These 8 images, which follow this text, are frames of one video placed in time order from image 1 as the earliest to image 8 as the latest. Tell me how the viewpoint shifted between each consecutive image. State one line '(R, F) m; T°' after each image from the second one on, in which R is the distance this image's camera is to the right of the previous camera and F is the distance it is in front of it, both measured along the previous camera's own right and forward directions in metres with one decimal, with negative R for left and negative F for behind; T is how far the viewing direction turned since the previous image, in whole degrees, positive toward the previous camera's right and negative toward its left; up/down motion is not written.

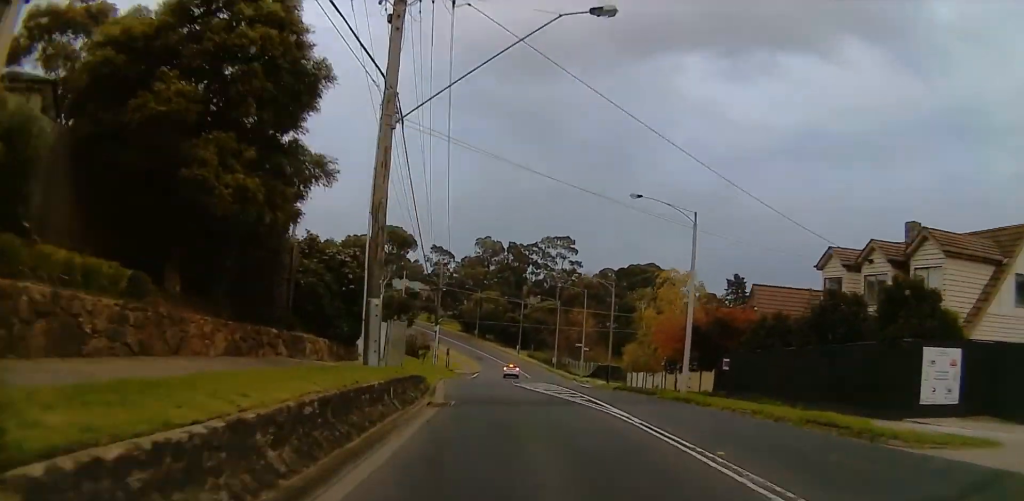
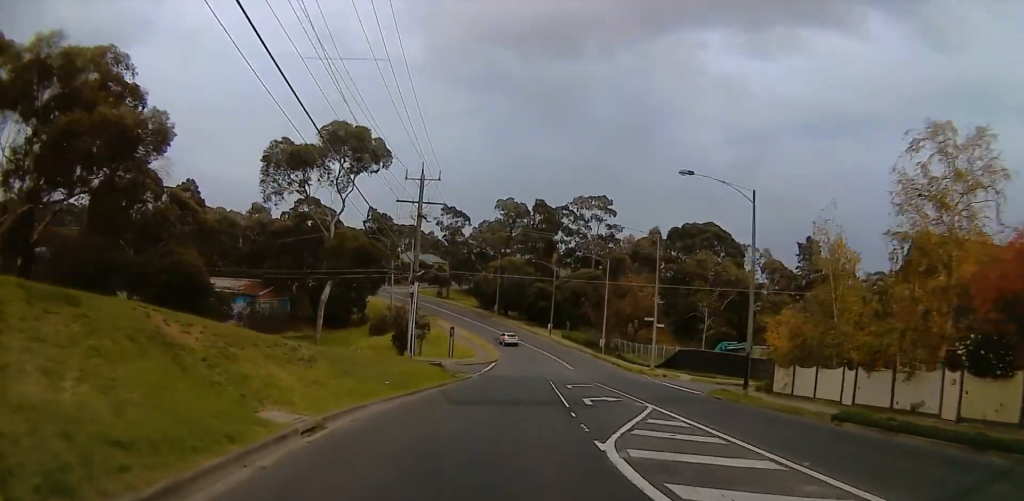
(+0.3, +28.5) m; +2°
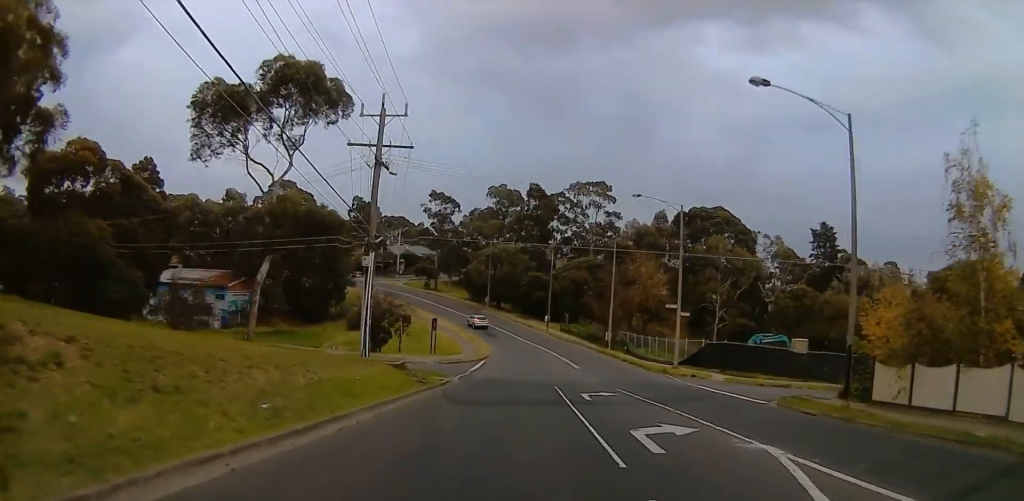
(+0.1, +9.3) m; 0°
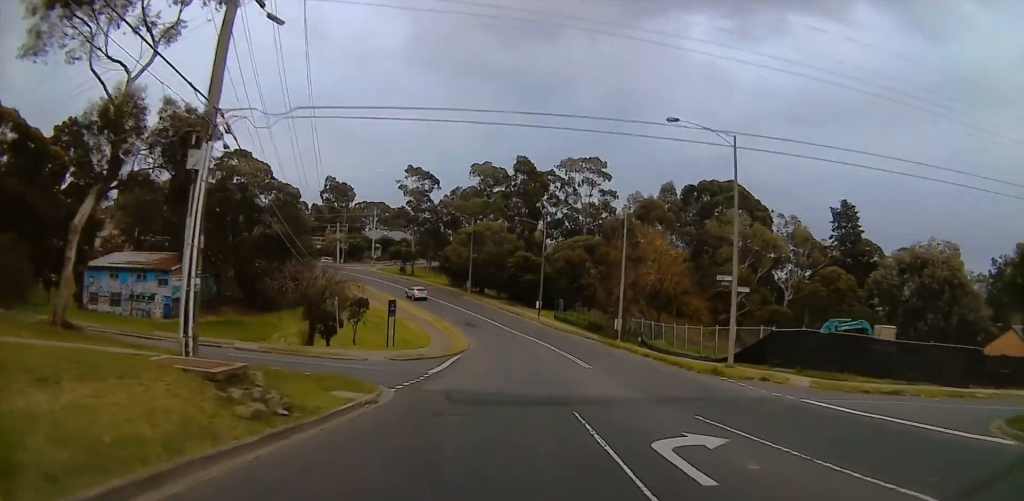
(0.0, +13.2) m; -2°
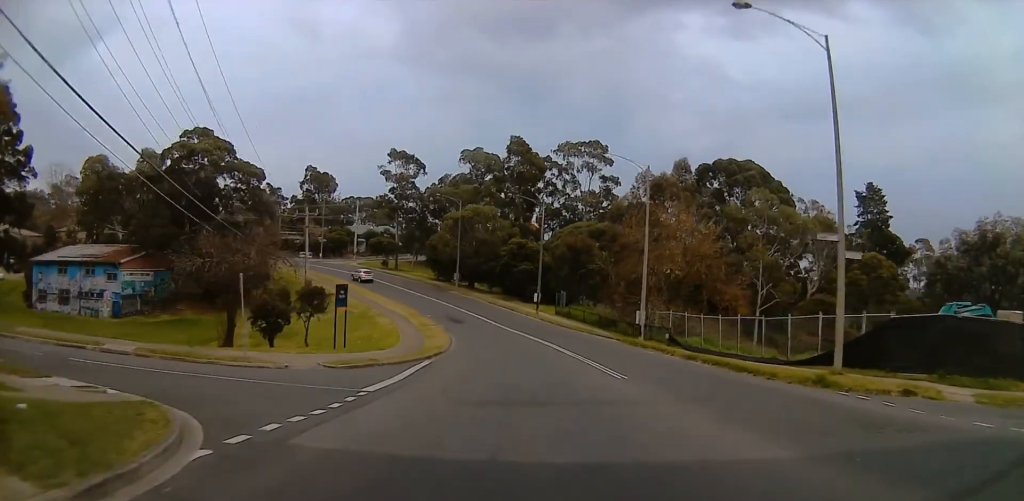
(-0.1, +10.7) m; -3°
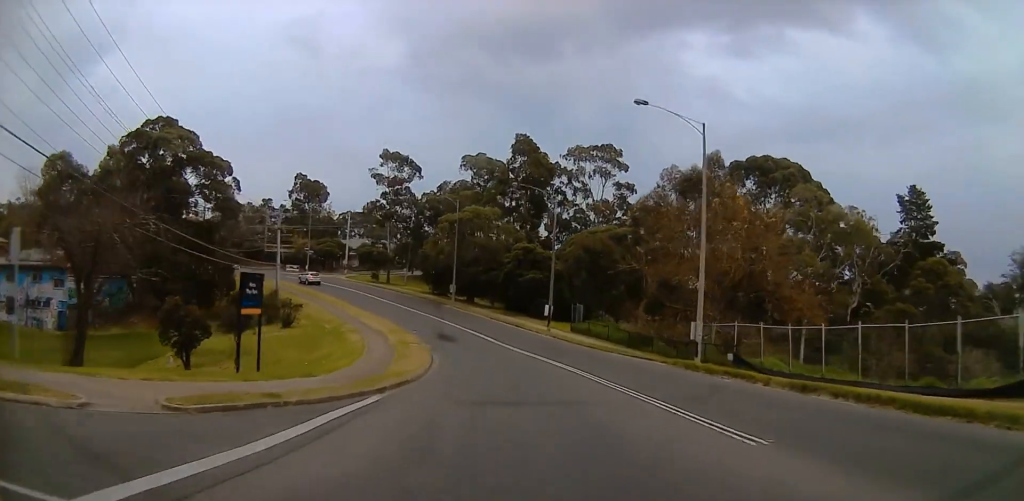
(-0.5, +11.1) m; 0°
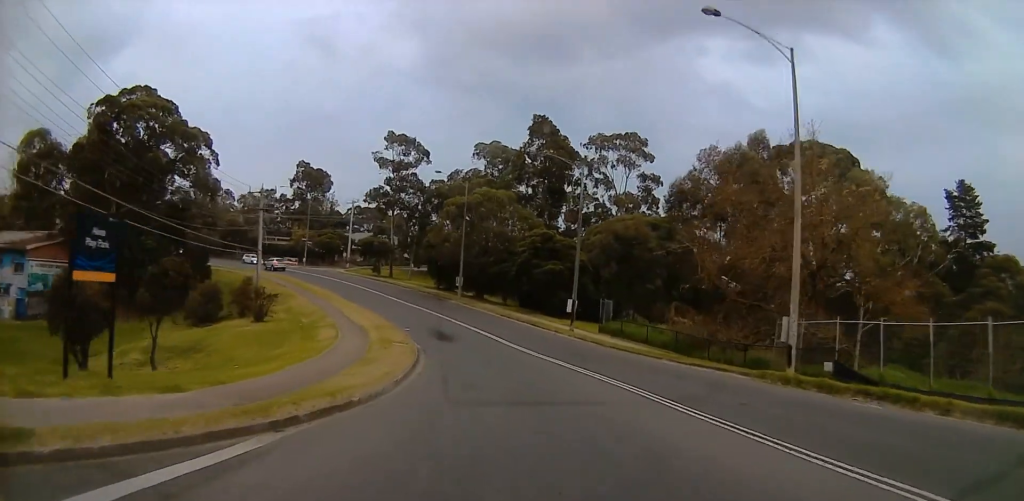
(+0.2, +8.7) m; +2°
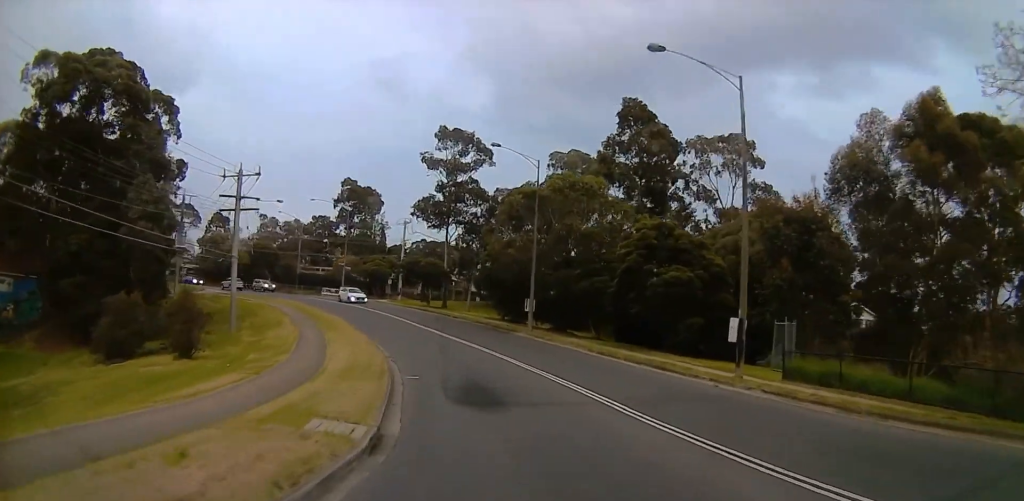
(+1.0, +20.1) m; -5°
